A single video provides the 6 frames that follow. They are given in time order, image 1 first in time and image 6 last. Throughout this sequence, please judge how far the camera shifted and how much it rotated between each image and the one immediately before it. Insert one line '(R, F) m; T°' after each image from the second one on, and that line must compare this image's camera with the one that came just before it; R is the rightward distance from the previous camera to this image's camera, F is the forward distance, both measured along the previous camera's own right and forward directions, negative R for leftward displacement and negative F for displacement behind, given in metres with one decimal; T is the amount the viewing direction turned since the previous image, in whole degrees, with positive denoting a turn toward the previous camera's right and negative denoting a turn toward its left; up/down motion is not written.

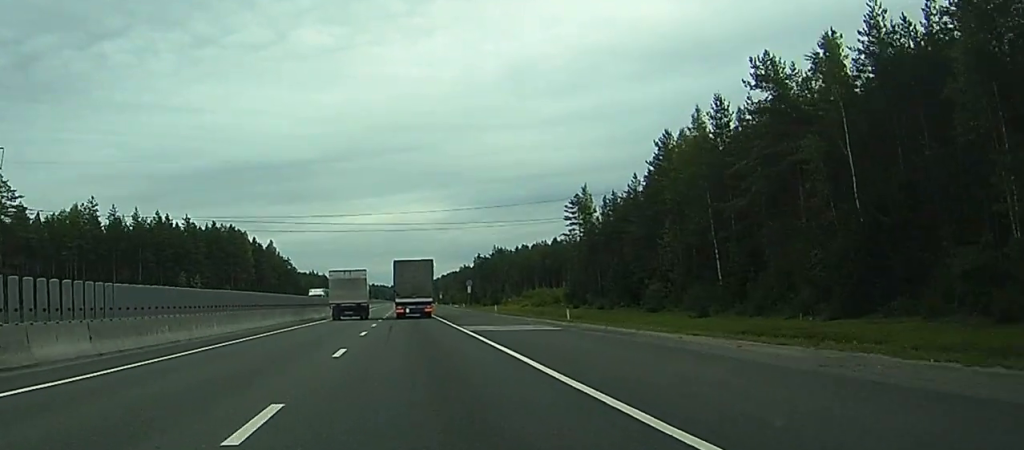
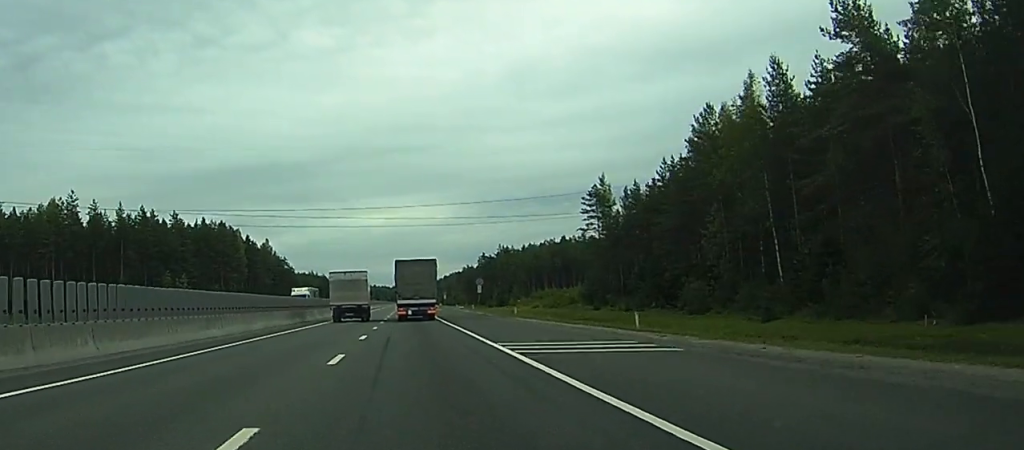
(+0.1, +13.9) m; 0°
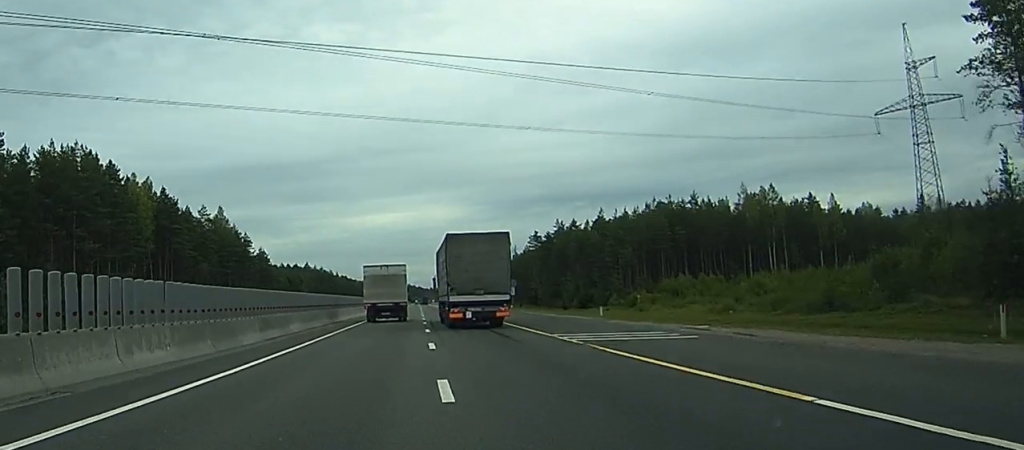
(-1.3, +102.3) m; -1°
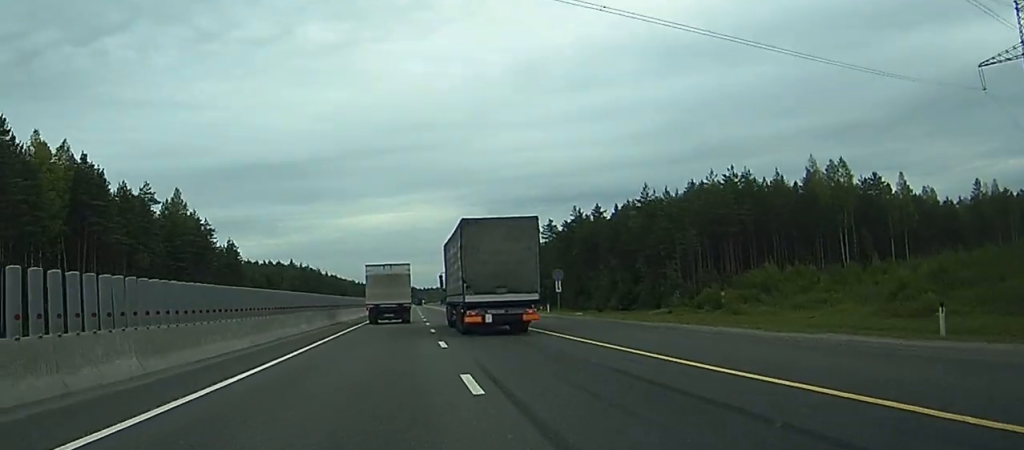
(+0.2, +35.1) m; +1°
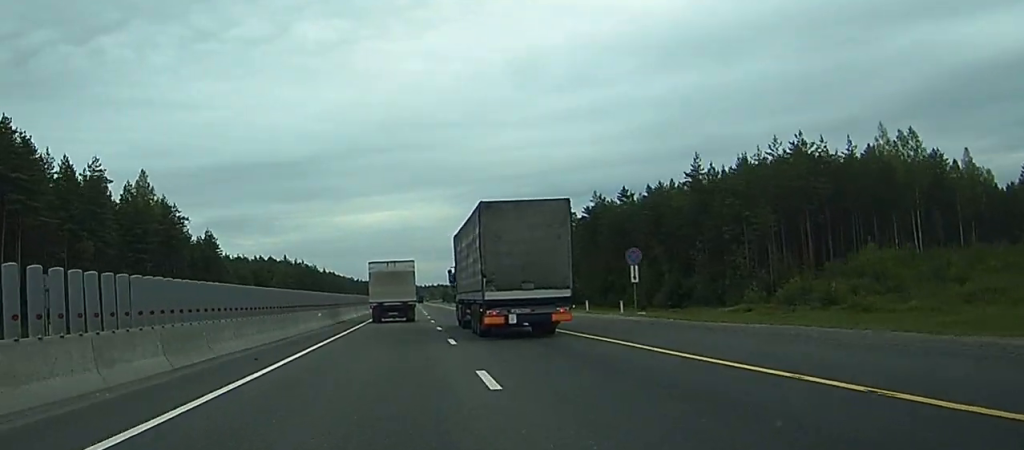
(0.0, +23.6) m; 0°
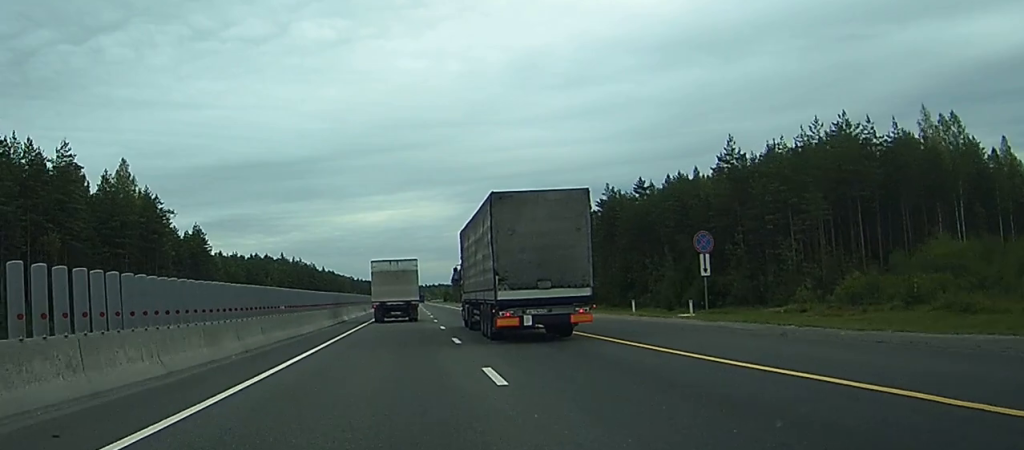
(0.0, +11.4) m; 0°
